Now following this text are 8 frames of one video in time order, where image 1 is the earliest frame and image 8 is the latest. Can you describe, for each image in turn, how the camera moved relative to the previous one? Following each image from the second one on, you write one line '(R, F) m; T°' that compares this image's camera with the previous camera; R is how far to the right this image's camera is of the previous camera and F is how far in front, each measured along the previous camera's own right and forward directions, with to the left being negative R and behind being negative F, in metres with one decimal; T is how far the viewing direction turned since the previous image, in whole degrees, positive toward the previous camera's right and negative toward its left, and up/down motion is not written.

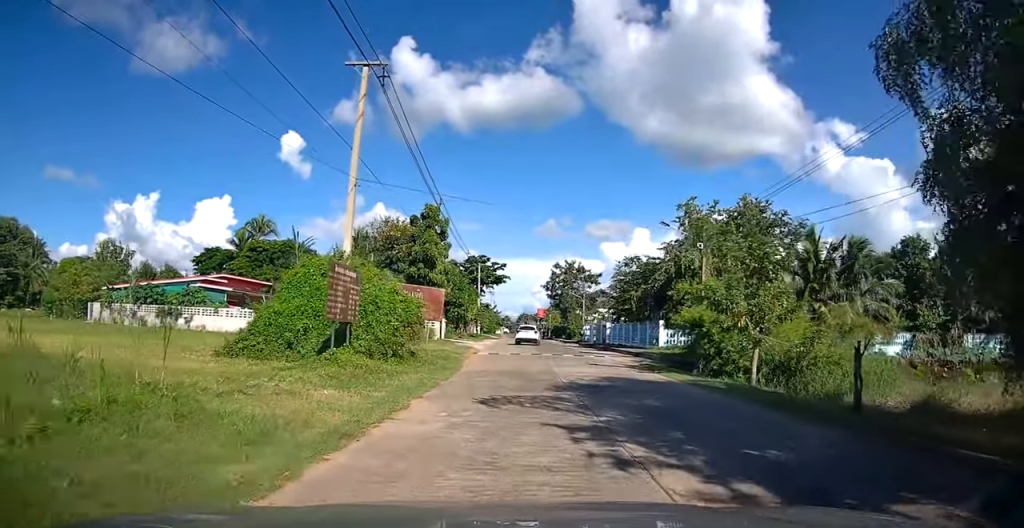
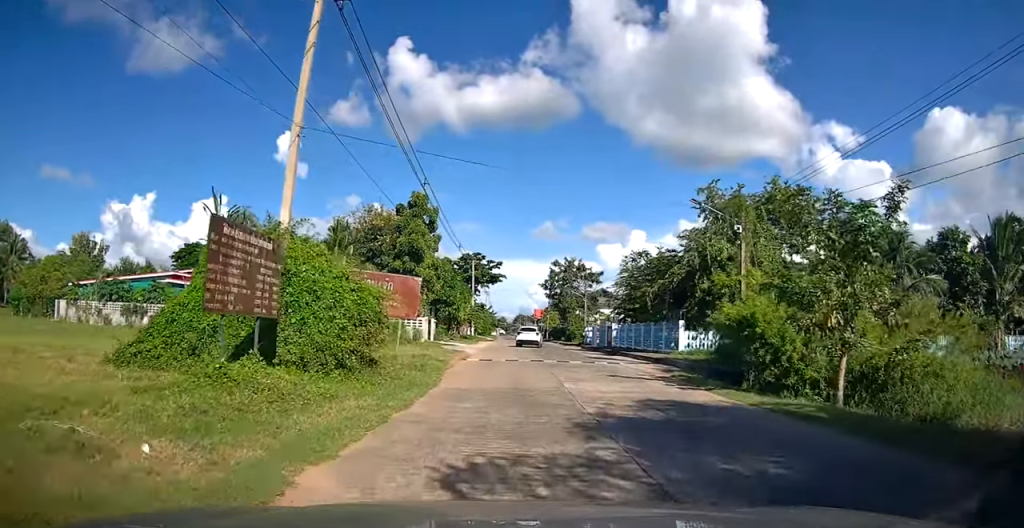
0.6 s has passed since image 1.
(0.0, +4.9) m; 0°
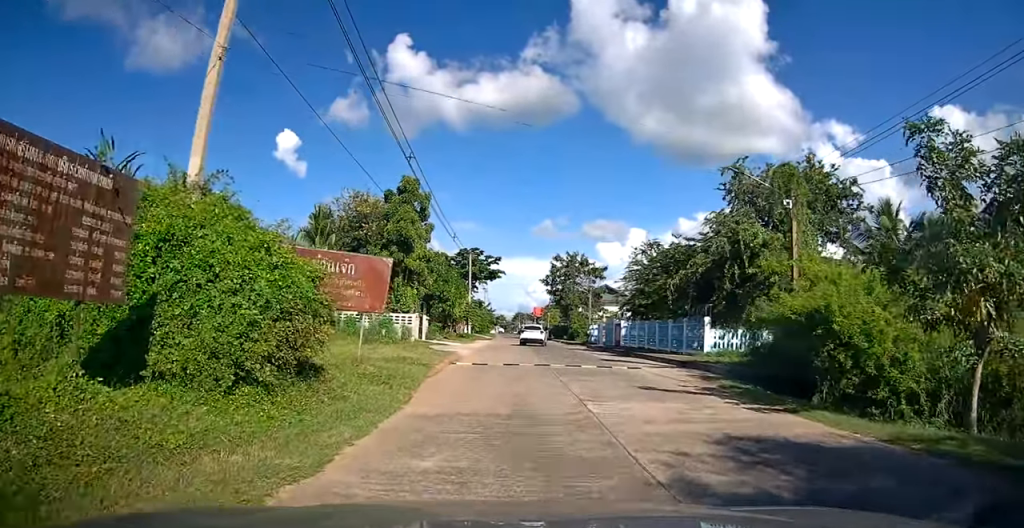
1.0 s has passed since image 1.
(0.0, +4.1) m; 0°
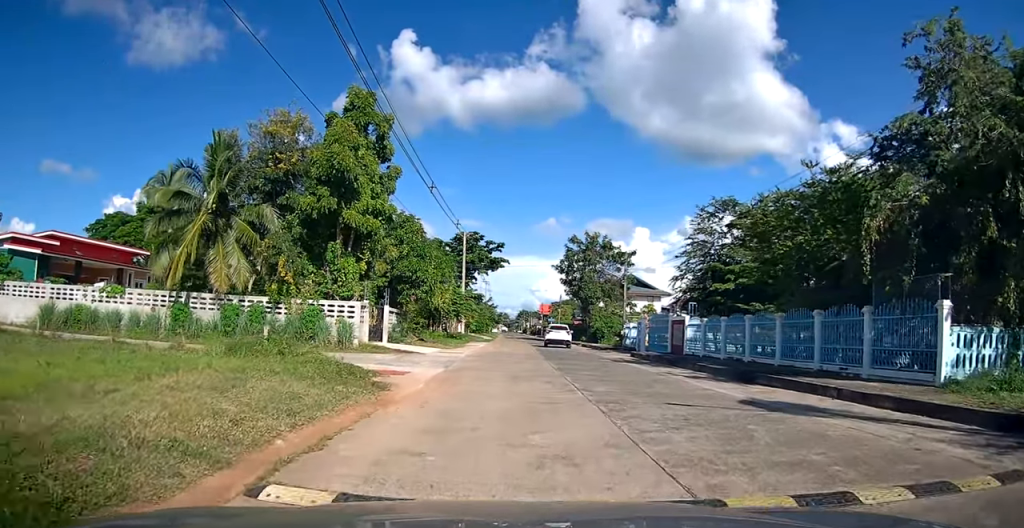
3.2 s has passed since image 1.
(-0.1, +15.8) m; 0°
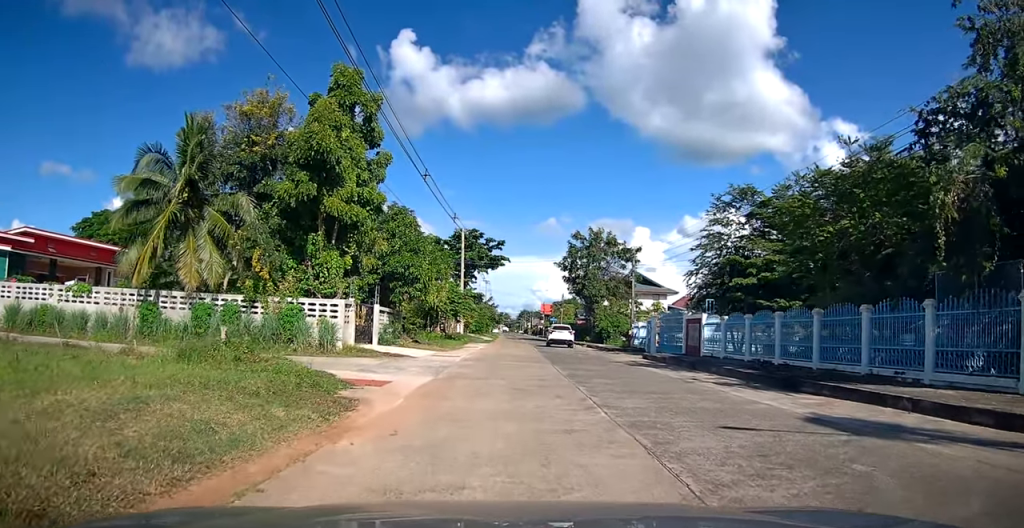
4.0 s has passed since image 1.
(0.0, +3.2) m; +1°
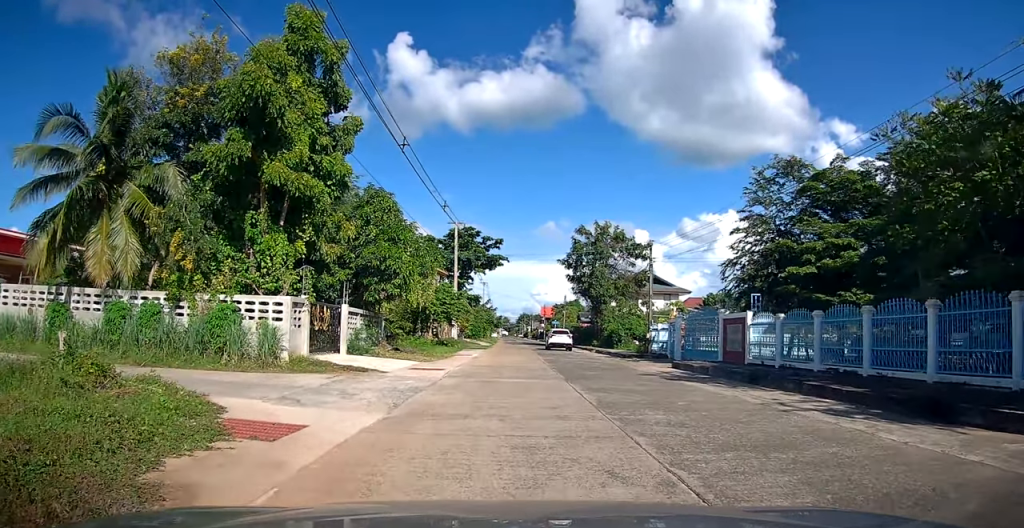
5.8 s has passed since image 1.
(0.0, +4.7) m; 0°
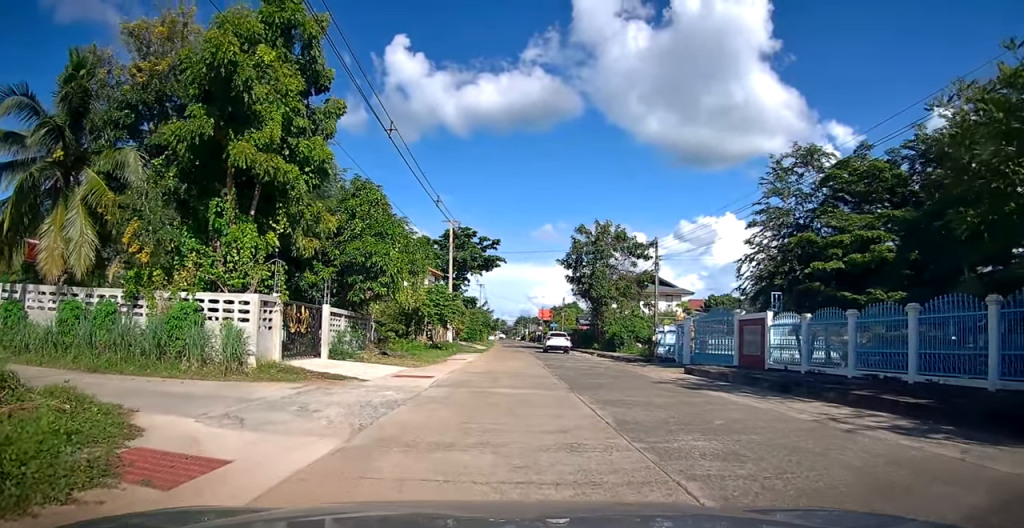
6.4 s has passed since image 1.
(+0.1, +1.6) m; 0°
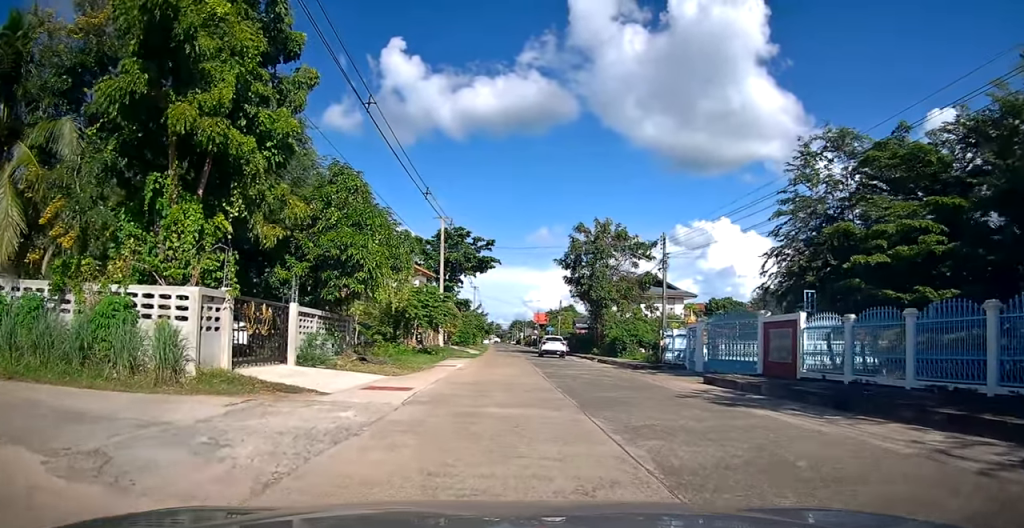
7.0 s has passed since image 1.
(0.0, +2.2) m; 0°
